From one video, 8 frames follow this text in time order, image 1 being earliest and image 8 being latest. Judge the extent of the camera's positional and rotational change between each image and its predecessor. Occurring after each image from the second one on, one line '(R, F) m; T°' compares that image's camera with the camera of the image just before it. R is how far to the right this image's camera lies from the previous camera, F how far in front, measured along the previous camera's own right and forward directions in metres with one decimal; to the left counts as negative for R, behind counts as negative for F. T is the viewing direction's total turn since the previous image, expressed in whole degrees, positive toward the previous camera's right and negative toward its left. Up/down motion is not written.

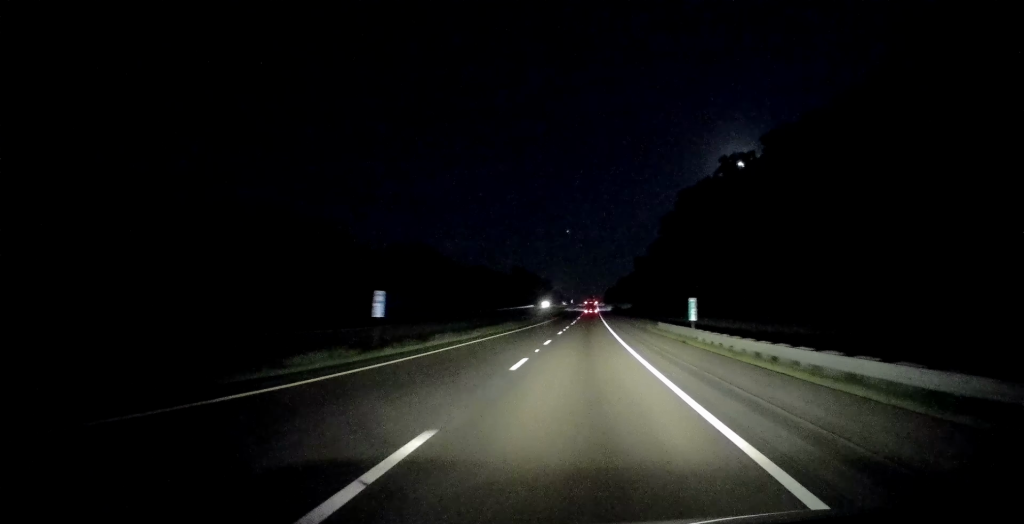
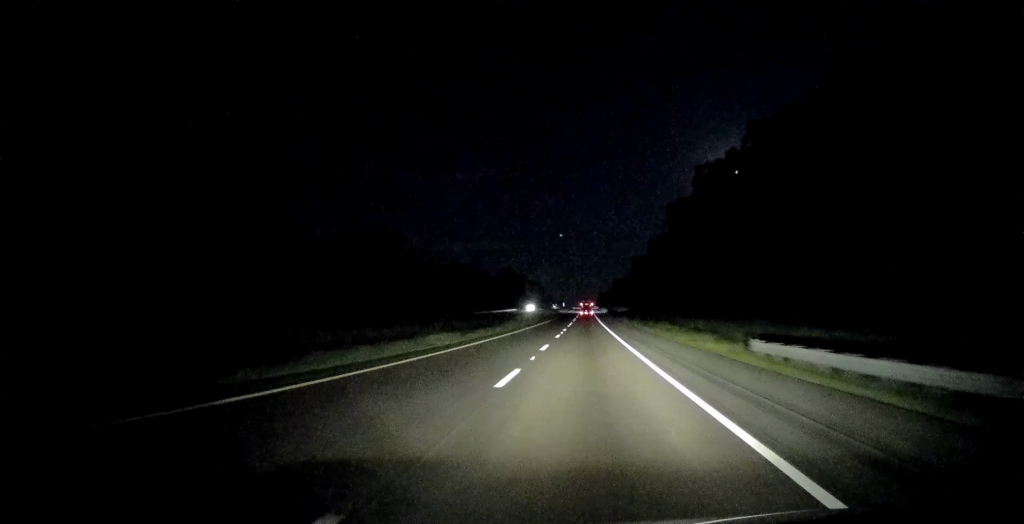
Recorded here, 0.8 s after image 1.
(+0.3, +27.6) m; +1°
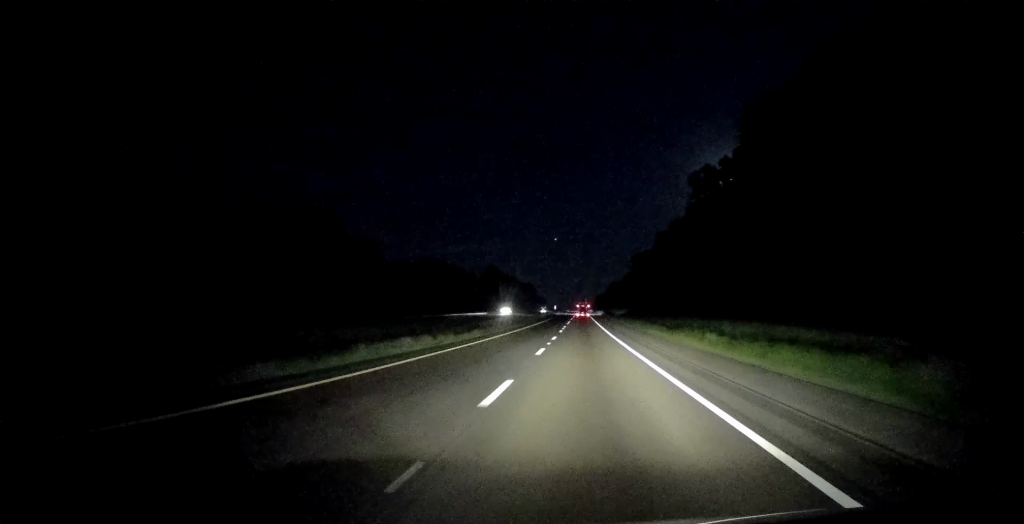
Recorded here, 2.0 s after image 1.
(+0.1, +38.4) m; +1°
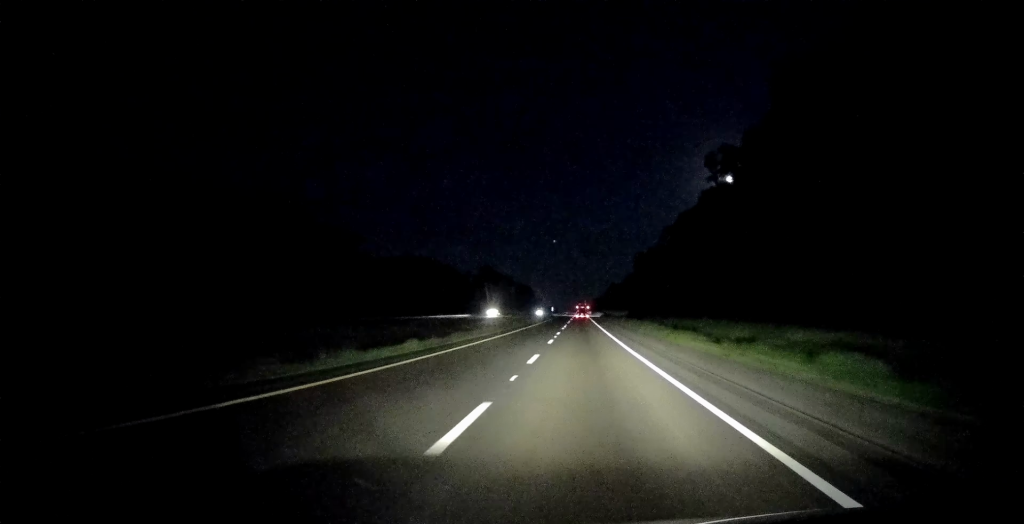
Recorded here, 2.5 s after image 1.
(+0.1, +15.3) m; 0°
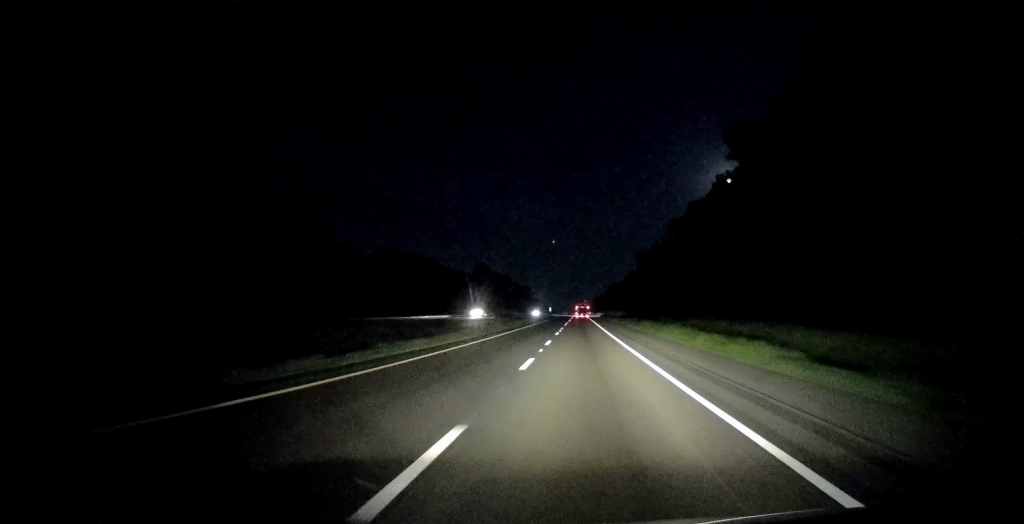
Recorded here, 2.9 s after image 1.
(0.0, +14.2) m; 0°
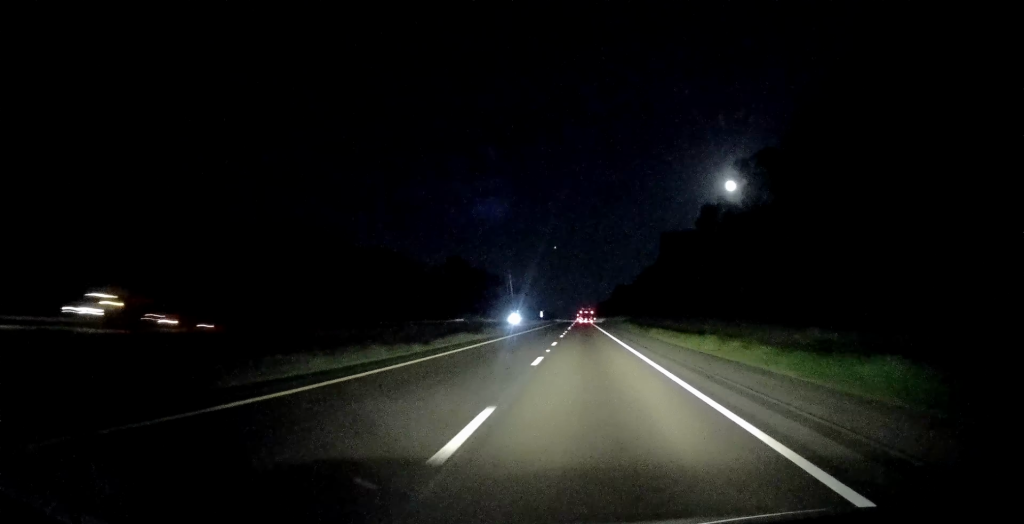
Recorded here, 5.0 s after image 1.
(+0.7, +70.1) m; +1°
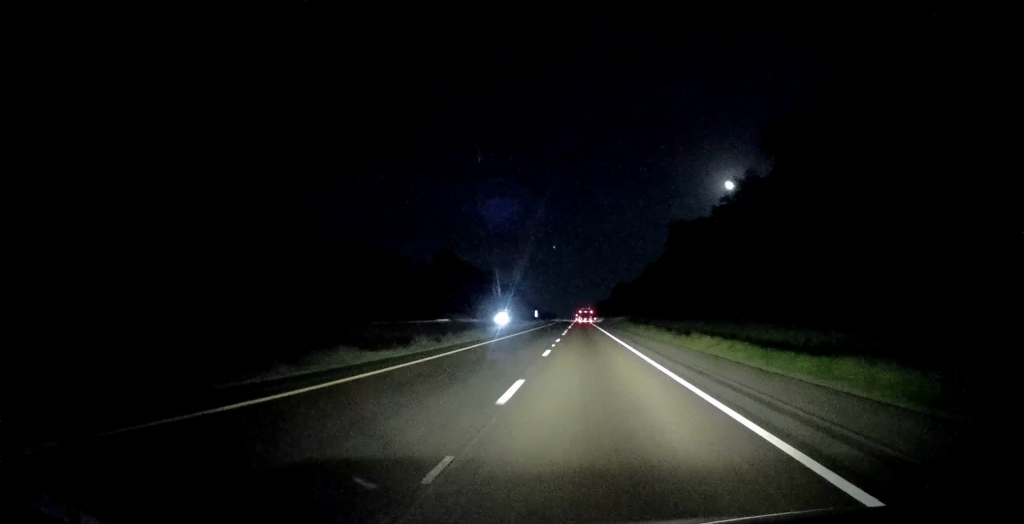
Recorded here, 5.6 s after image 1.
(0.0, +19.7) m; 0°
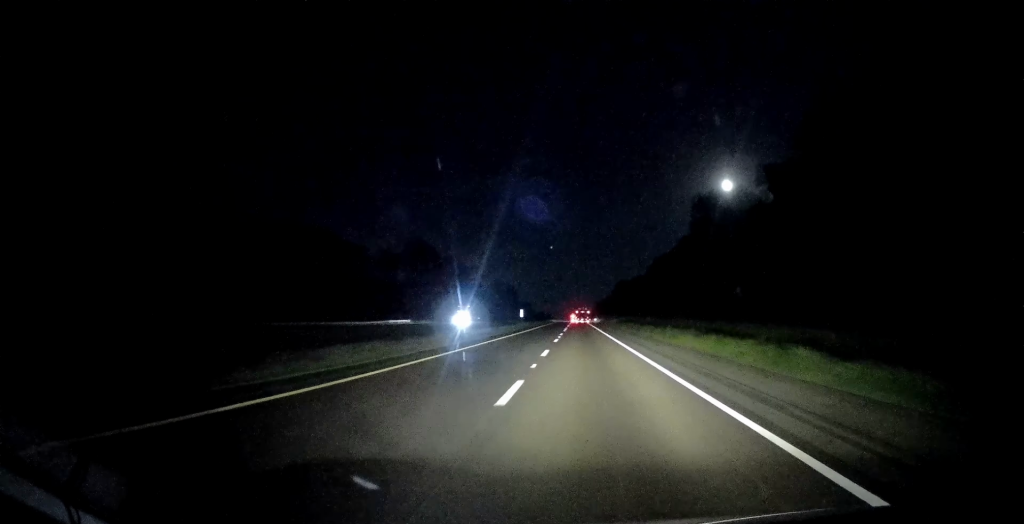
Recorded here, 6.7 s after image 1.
(0.0, +36.2) m; 0°
